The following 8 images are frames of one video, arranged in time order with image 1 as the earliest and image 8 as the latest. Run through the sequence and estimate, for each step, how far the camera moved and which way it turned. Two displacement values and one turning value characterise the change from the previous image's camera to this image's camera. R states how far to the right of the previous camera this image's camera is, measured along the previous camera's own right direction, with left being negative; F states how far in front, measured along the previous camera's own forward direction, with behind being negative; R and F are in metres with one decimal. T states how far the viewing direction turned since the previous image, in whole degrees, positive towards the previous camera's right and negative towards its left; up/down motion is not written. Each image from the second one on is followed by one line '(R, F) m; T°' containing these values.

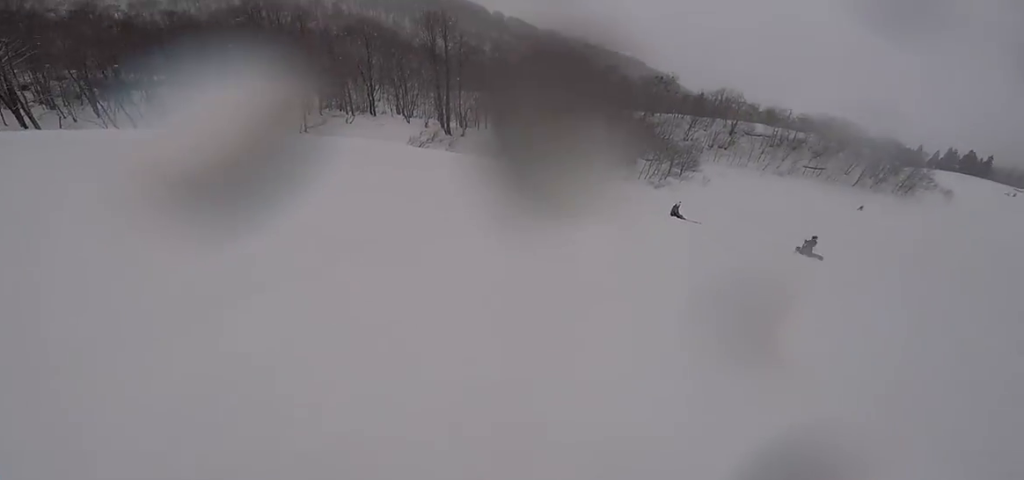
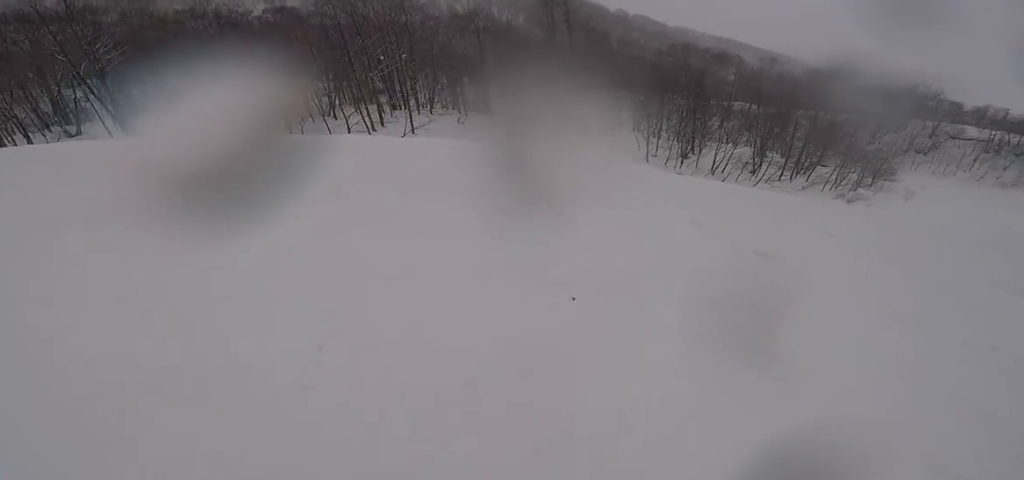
(+1.6, +8.6) m; +25°
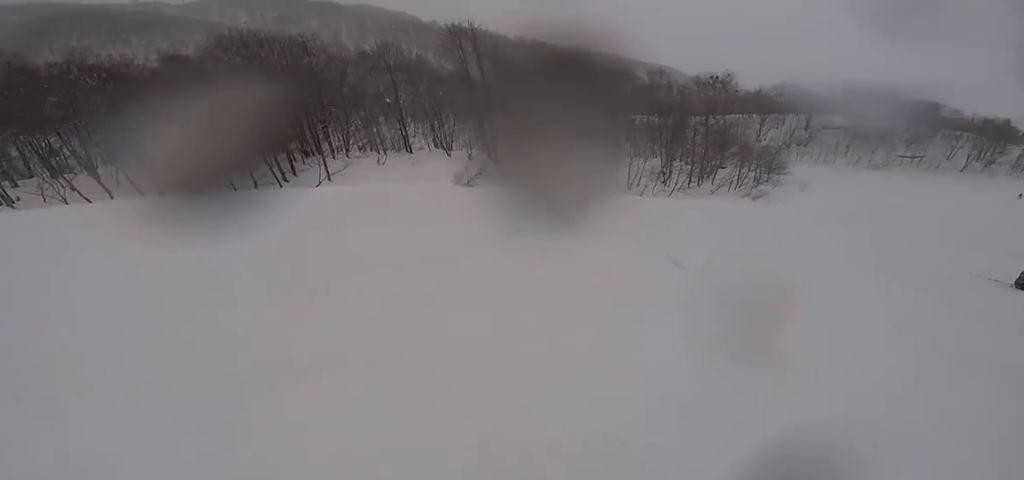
(+0.2, +2.4) m; +8°
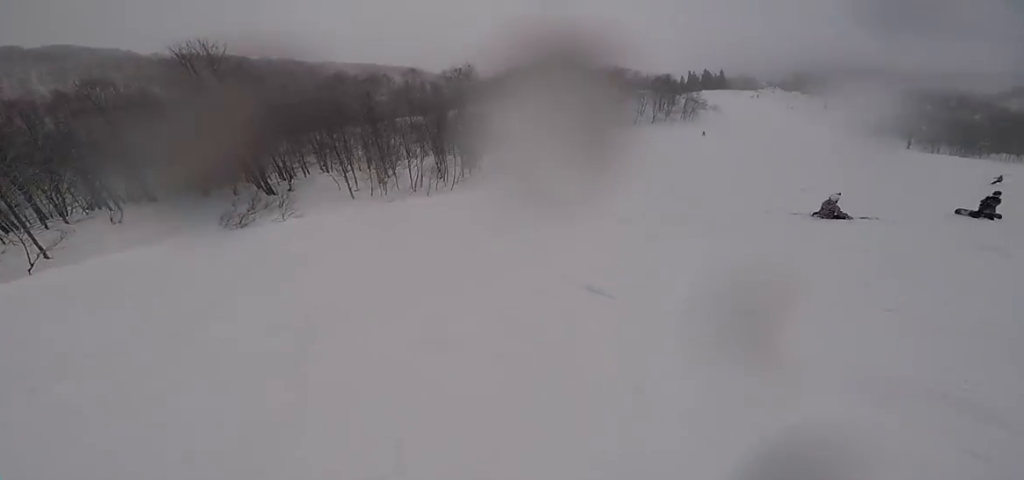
(+0.2, +3.5) m; +13°
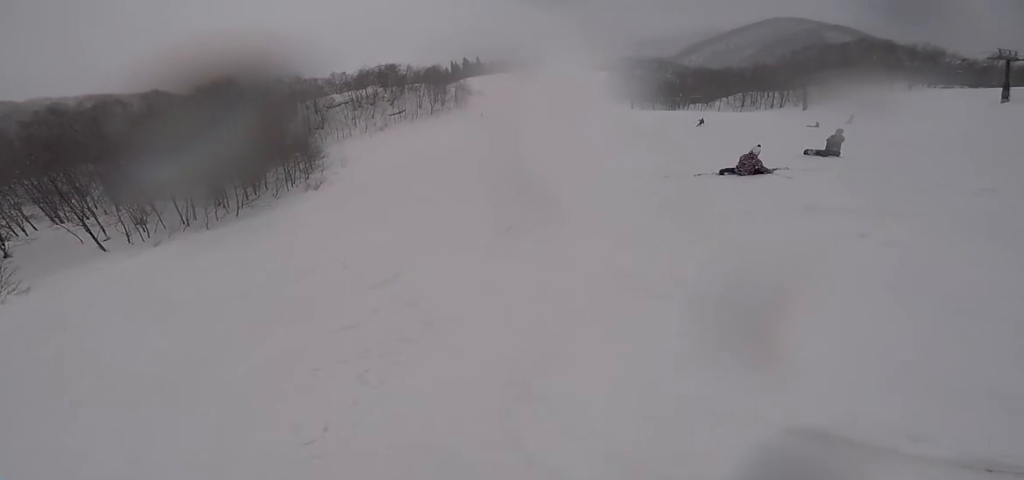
(+0.7, +4.1) m; +27°
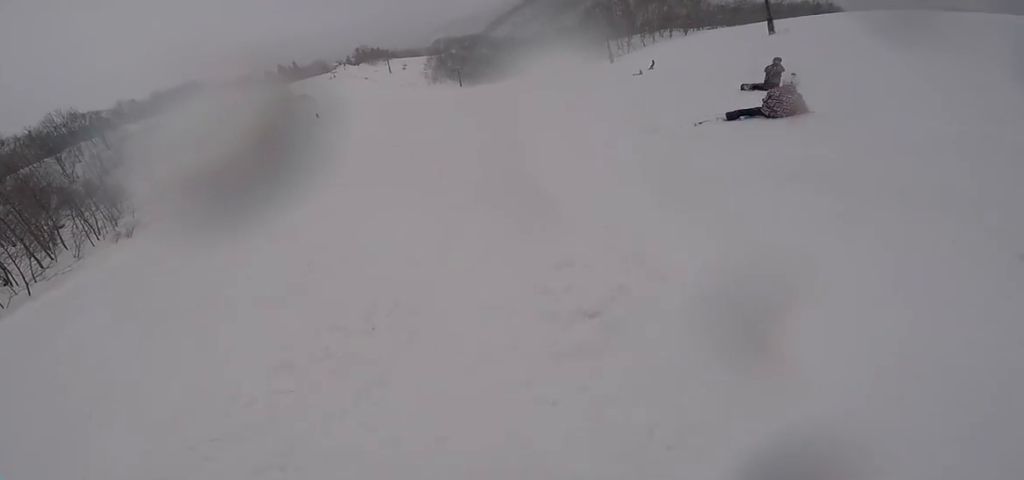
(+0.6, +3.5) m; +28°
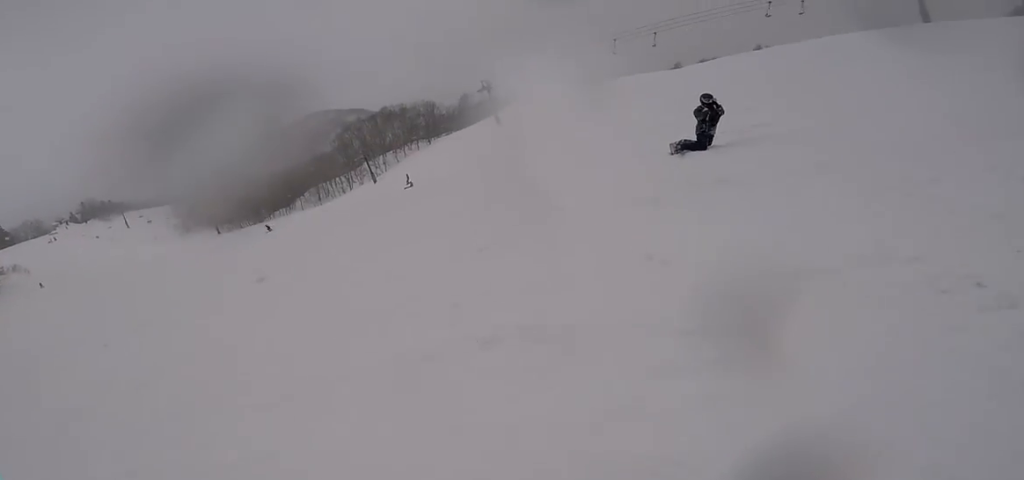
(+2.2, +5.9) m; +23°
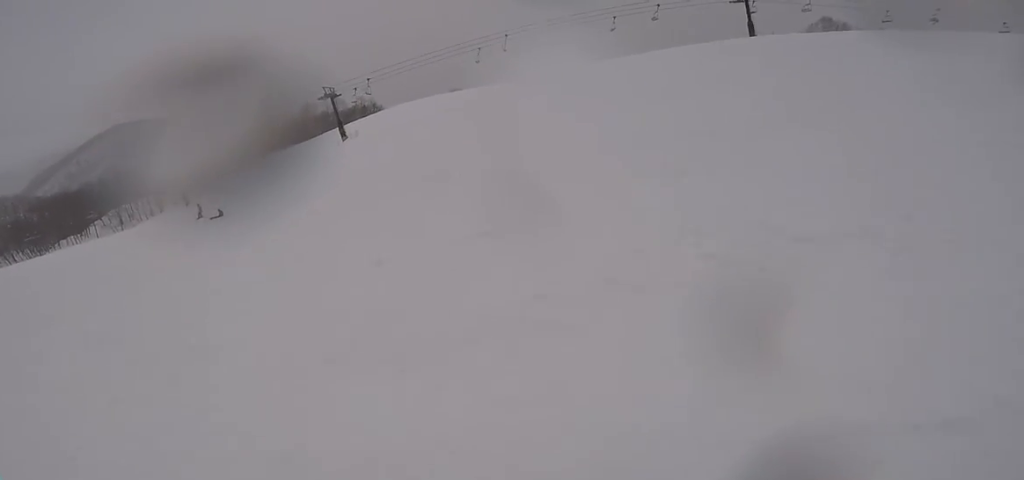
(+1.0, +7.7) m; +20°
